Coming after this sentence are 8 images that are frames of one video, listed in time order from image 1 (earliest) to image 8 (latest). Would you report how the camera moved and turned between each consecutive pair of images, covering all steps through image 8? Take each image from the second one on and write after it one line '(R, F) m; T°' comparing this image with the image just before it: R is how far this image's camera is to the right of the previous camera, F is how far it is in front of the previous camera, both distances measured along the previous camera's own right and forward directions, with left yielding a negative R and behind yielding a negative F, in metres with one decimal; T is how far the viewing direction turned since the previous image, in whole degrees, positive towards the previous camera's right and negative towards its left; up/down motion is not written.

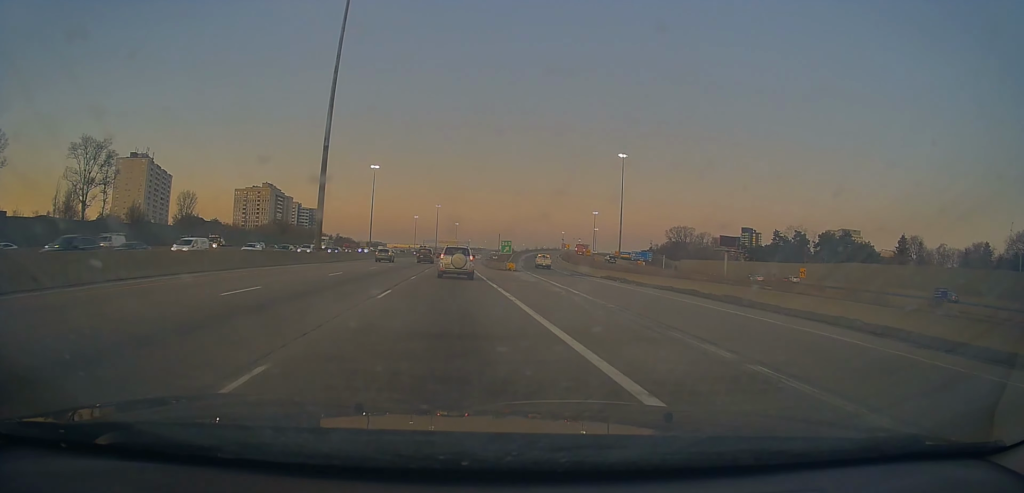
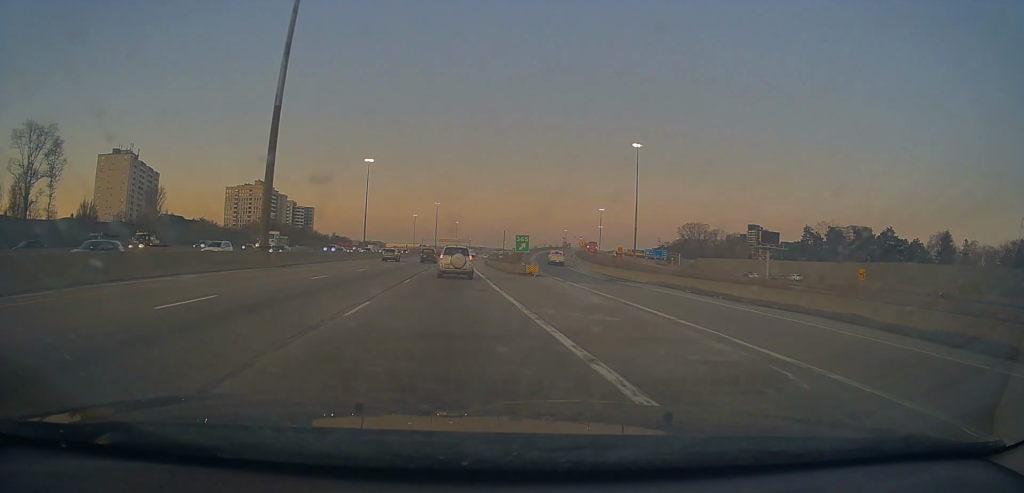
(-0.1, +15.5) m; 0°
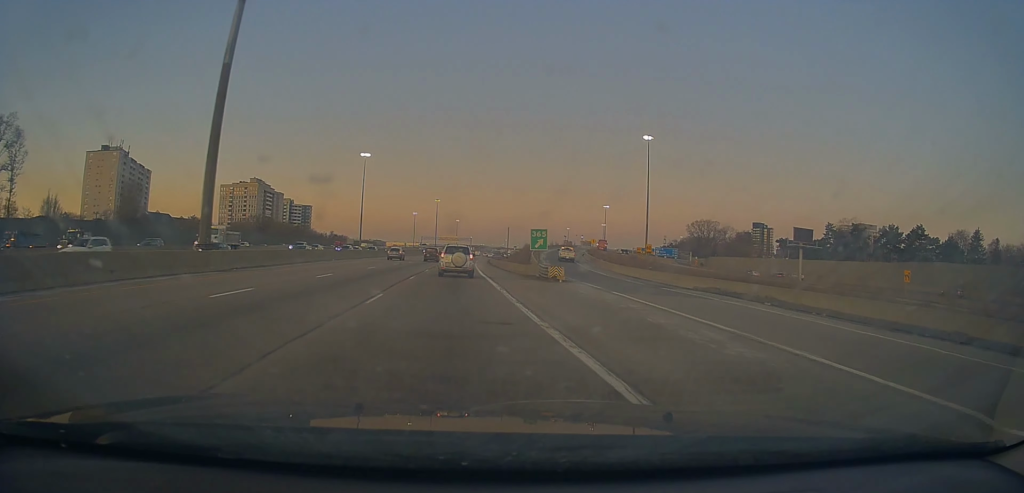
(-0.3, +9.8) m; 0°
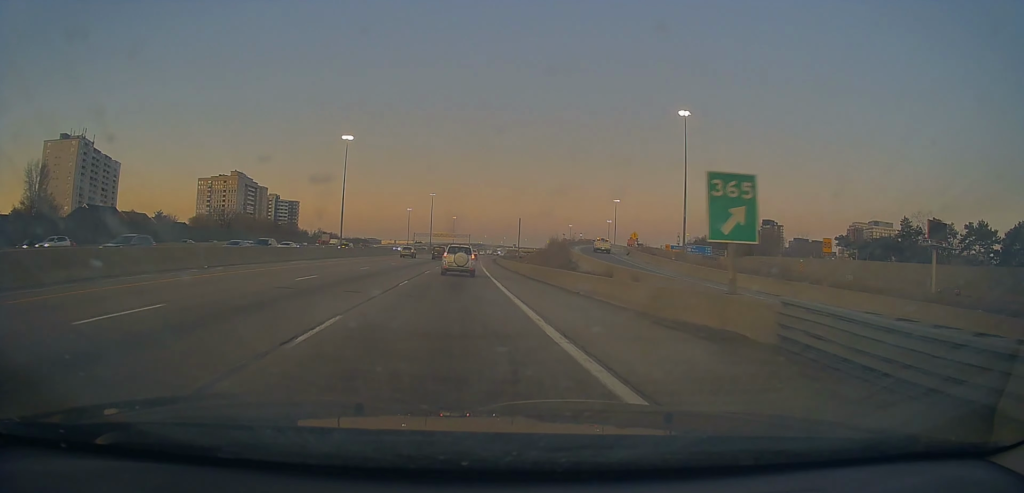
(+0.4, +29.1) m; +1°
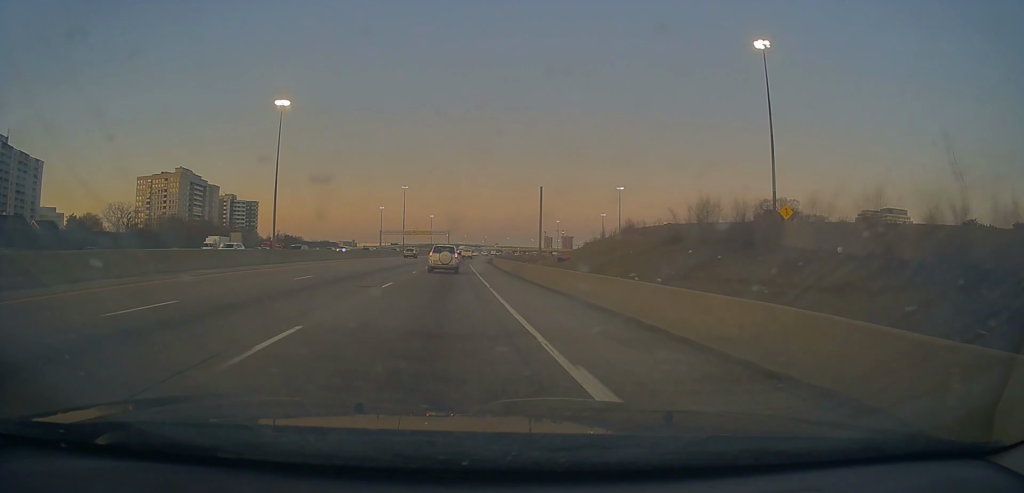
(+0.5, +47.7) m; +2°
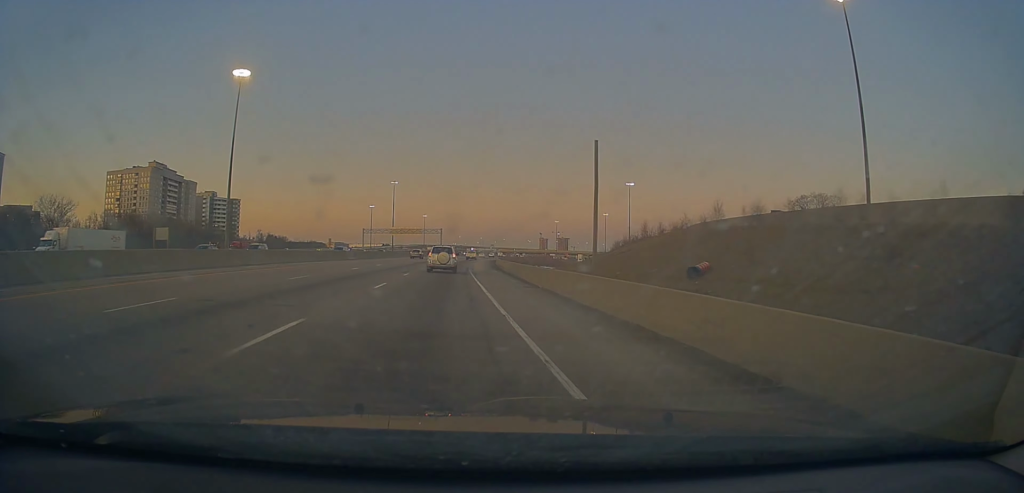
(0.0, +24.2) m; 0°
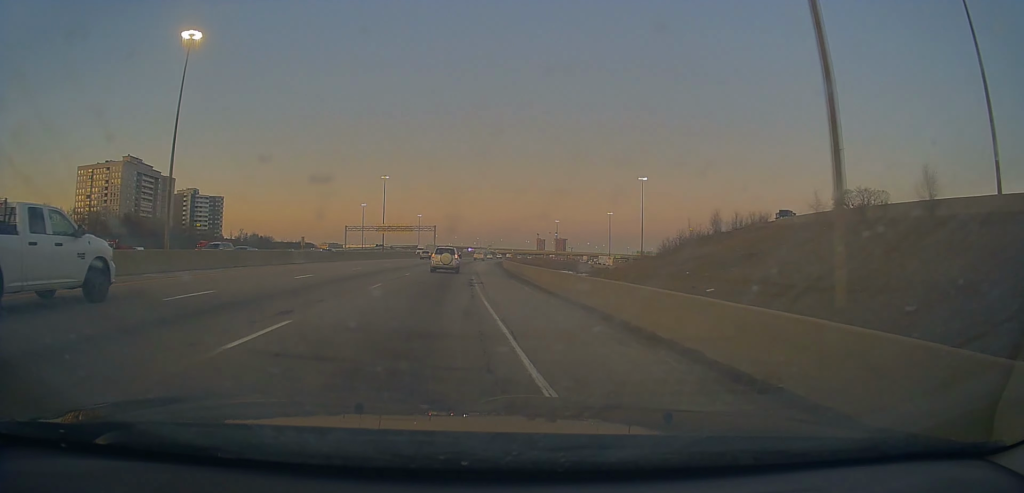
(0.0, +22.0) m; +1°
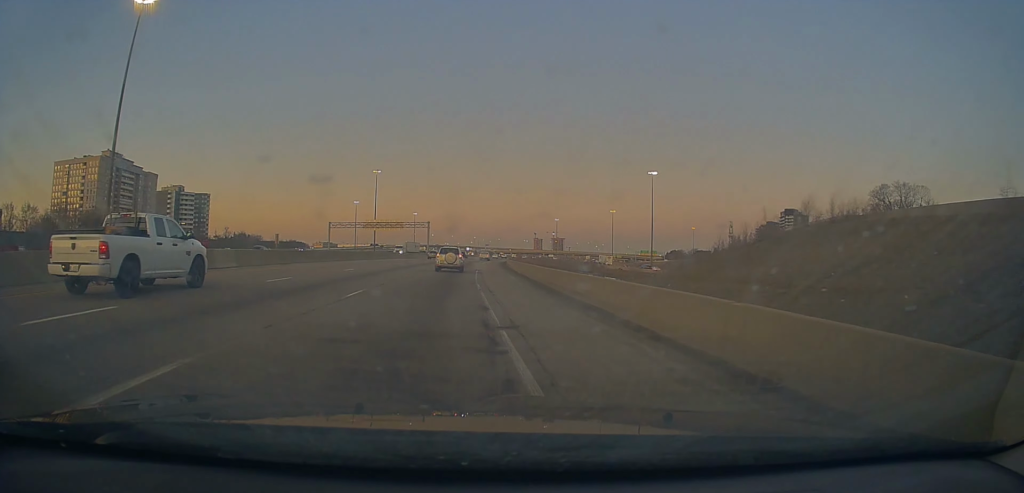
(+0.2, +15.6) m; 0°
